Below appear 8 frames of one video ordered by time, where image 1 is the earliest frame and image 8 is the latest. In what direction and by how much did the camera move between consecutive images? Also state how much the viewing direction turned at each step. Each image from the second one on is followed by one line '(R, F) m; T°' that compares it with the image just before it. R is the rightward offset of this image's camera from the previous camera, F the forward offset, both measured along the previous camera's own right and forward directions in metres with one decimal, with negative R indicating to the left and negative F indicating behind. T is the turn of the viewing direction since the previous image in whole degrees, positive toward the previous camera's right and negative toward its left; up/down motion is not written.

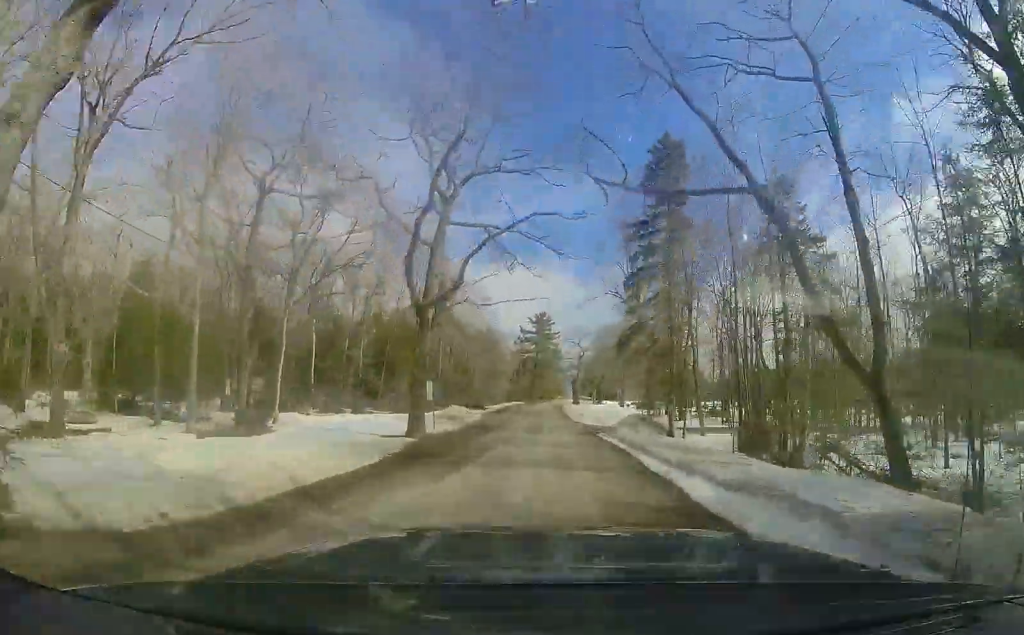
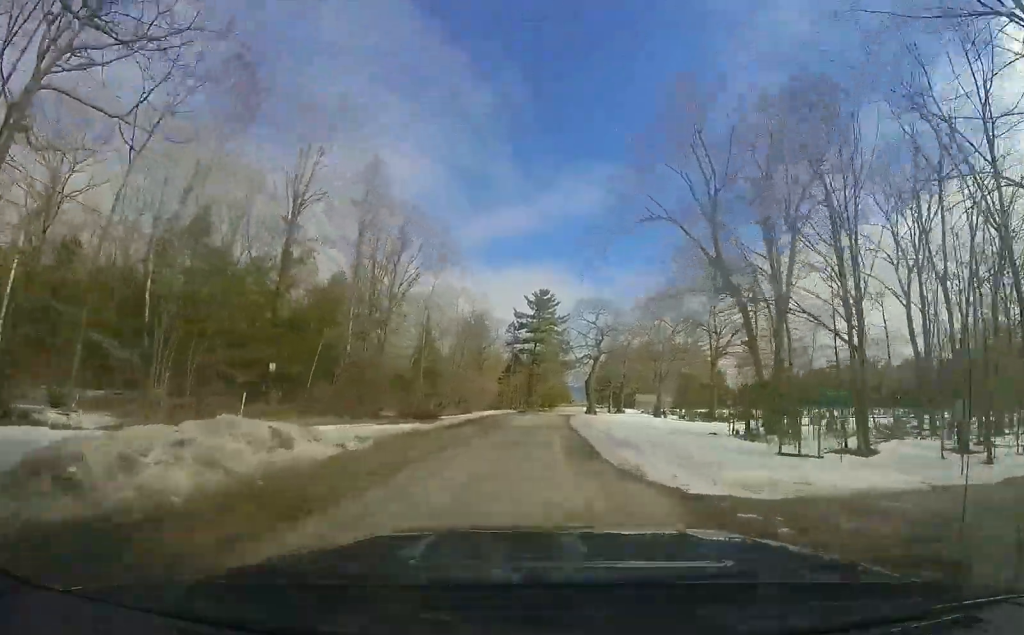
(-0.3, +22.7) m; -3°
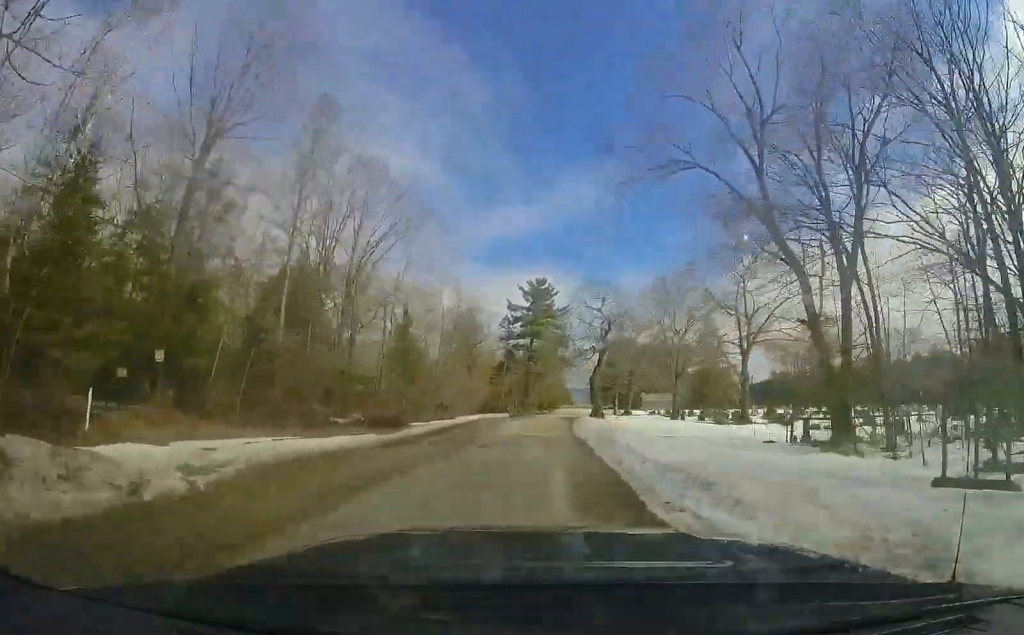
(-0.4, +6.9) m; 0°
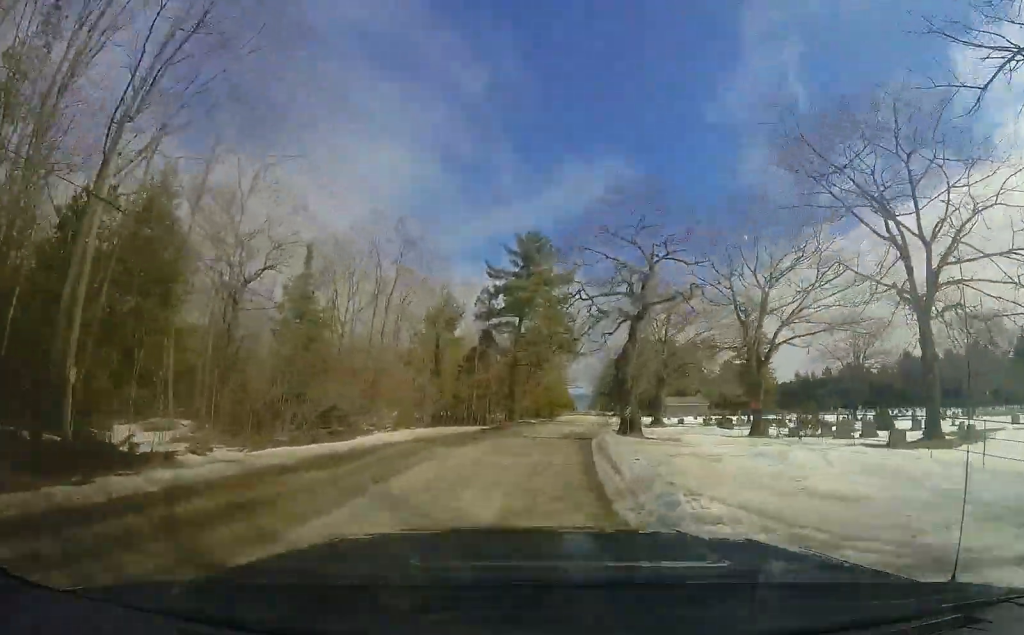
(+0.7, +16.8) m; +4°
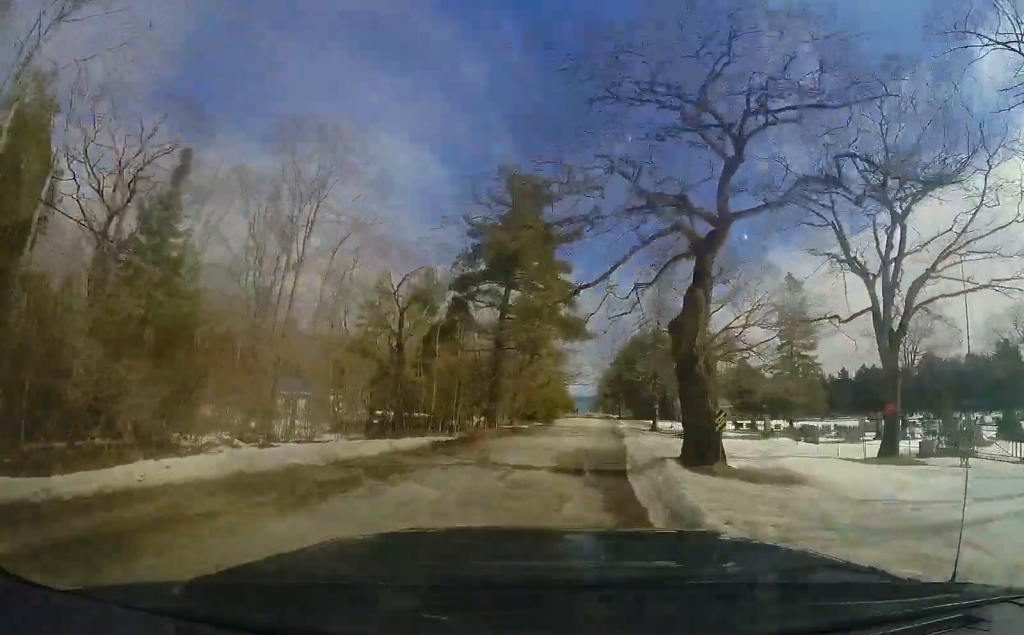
(+0.1, +10.2) m; +1°
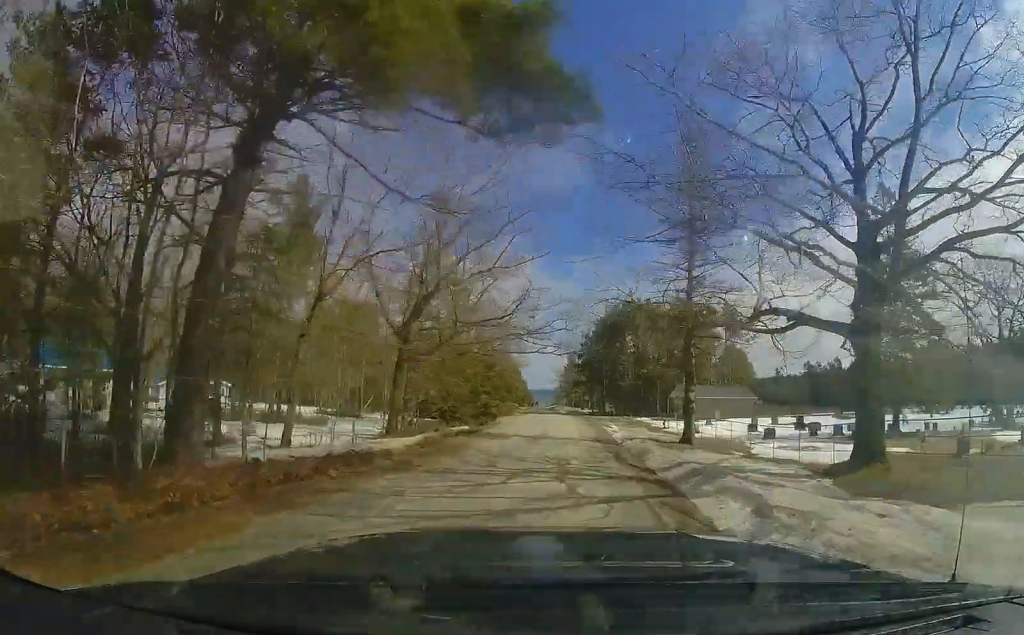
(+0.4, +20.3) m; +1°
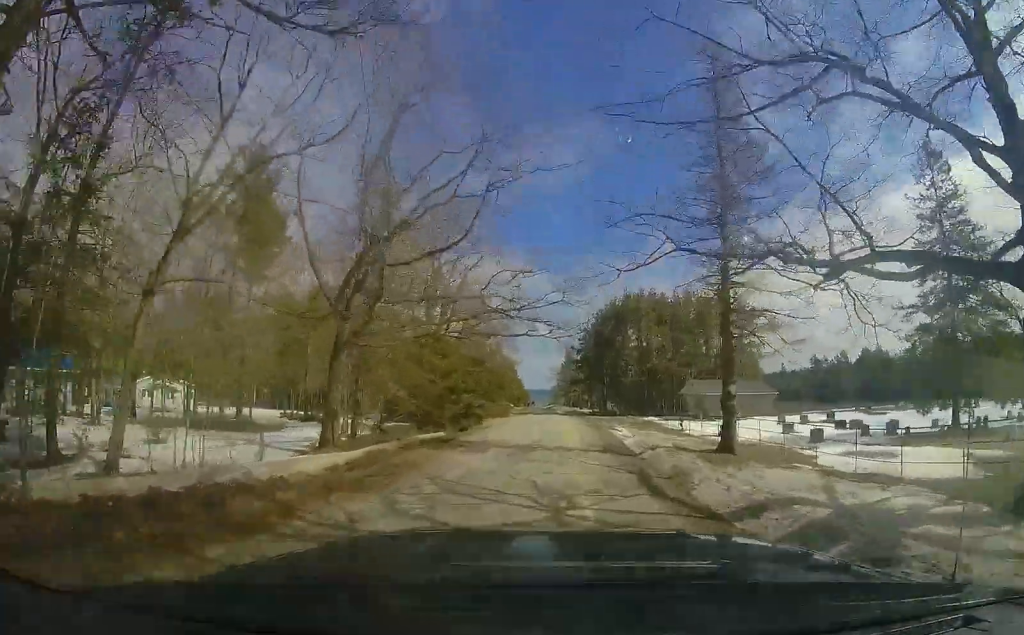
(-0.1, +4.9) m; 0°
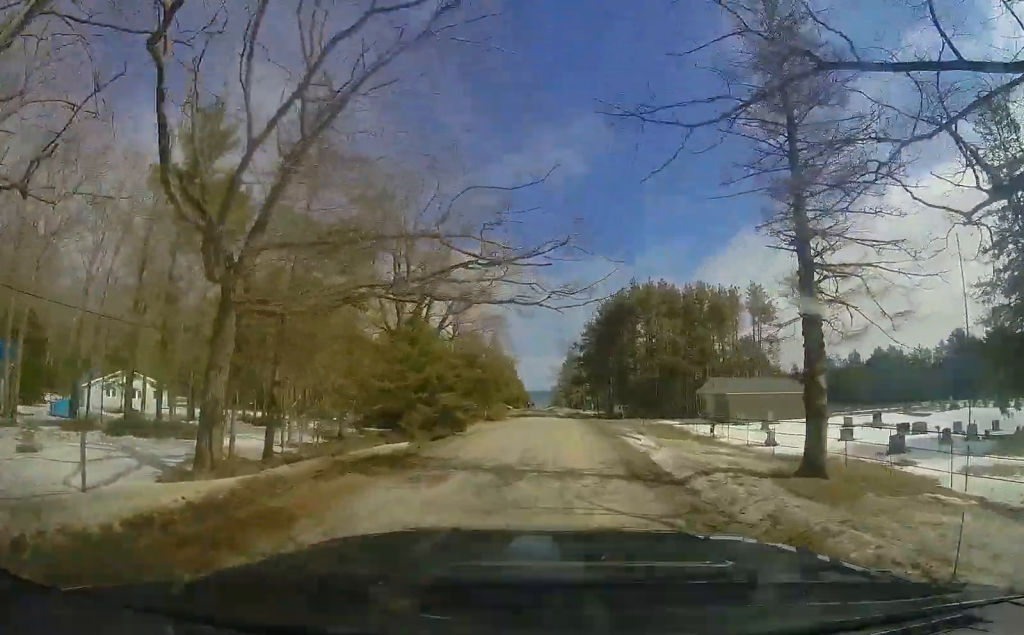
(-0.1, +5.1) m; 0°
